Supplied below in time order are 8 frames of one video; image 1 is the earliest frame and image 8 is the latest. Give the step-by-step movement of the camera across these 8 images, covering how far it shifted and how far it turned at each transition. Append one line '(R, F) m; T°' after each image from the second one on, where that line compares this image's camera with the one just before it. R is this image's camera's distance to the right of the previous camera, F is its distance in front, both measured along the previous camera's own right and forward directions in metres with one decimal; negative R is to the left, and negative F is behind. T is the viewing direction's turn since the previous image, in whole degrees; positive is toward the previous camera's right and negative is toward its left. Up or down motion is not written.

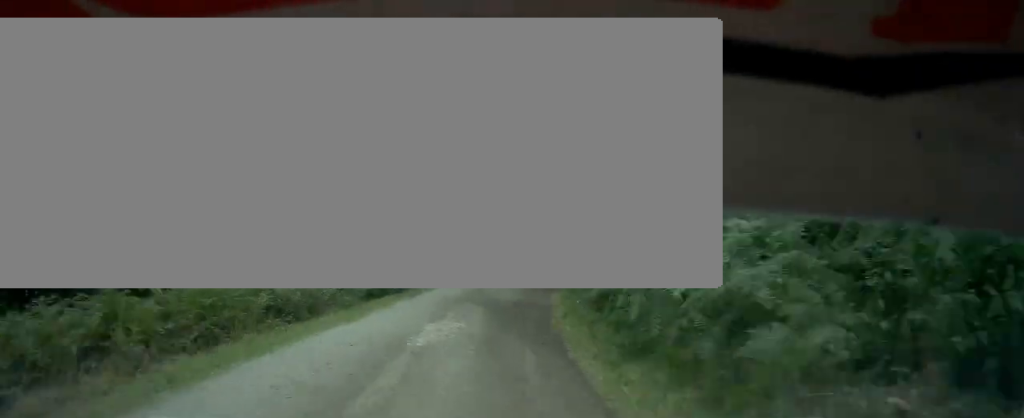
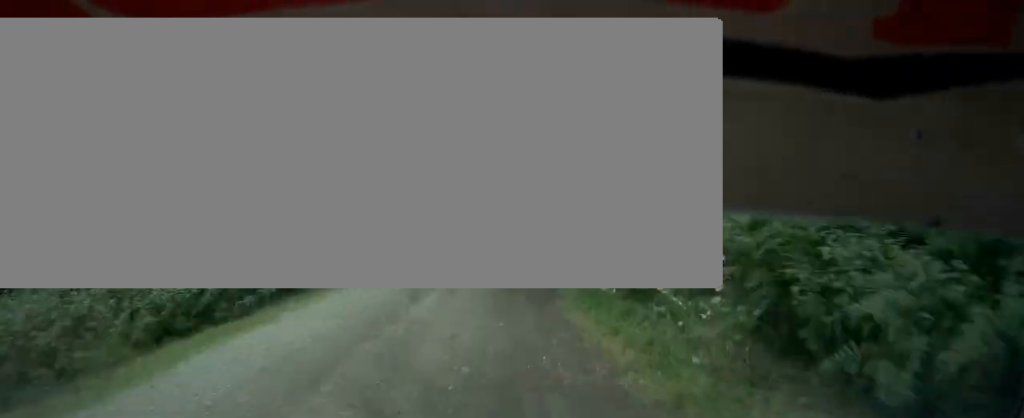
(+0.4, +11.9) m; +2°
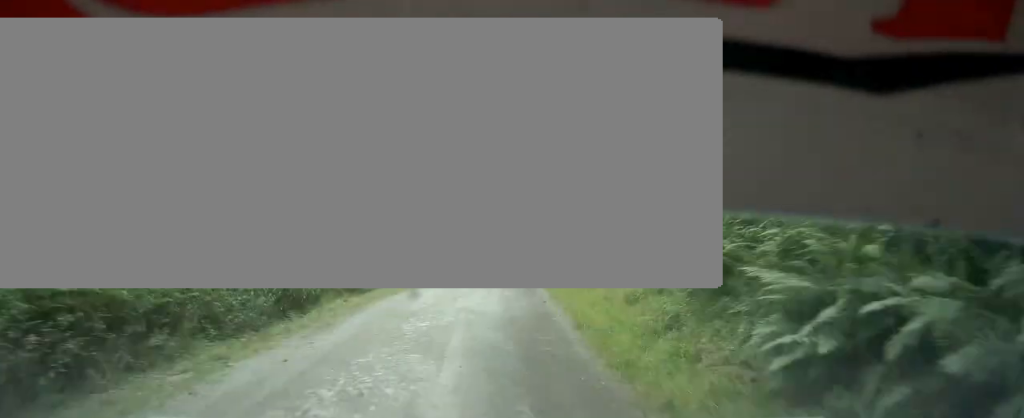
(-0.1, +26.2) m; +1°
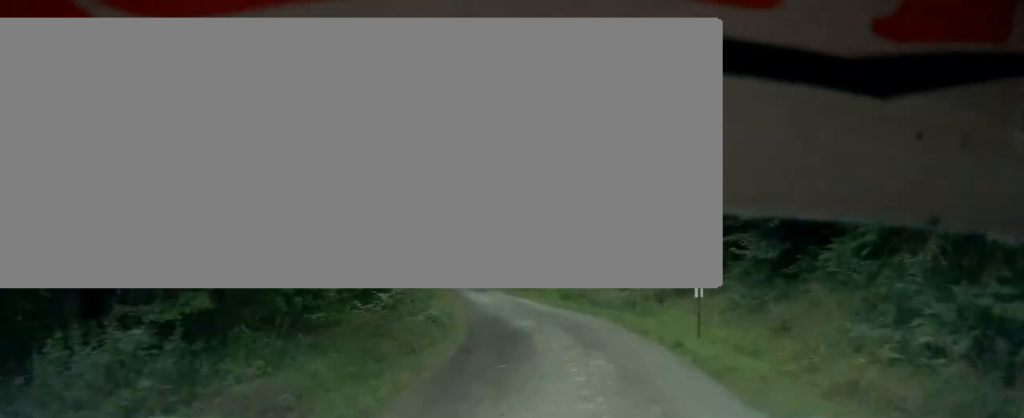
(+0.9, +45.2) m; +2°
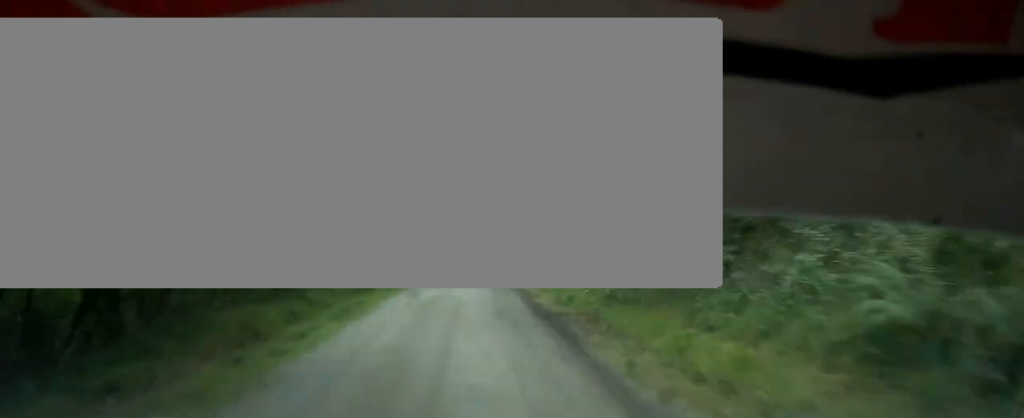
(+2.9, +64.6) m; +4°
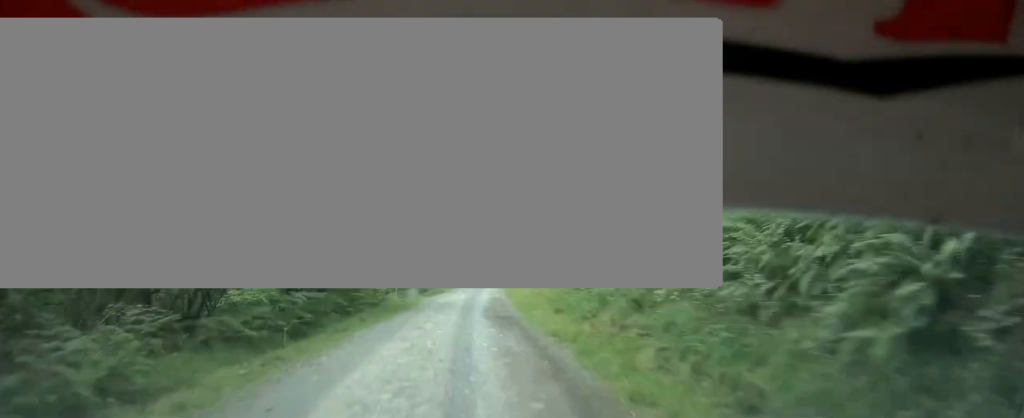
(0.0, +36.9) m; 0°
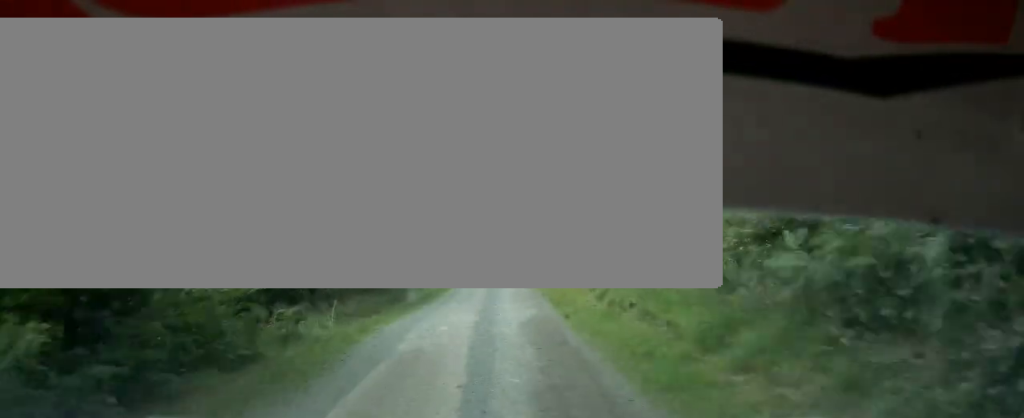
(0.0, +14.0) m; 0°
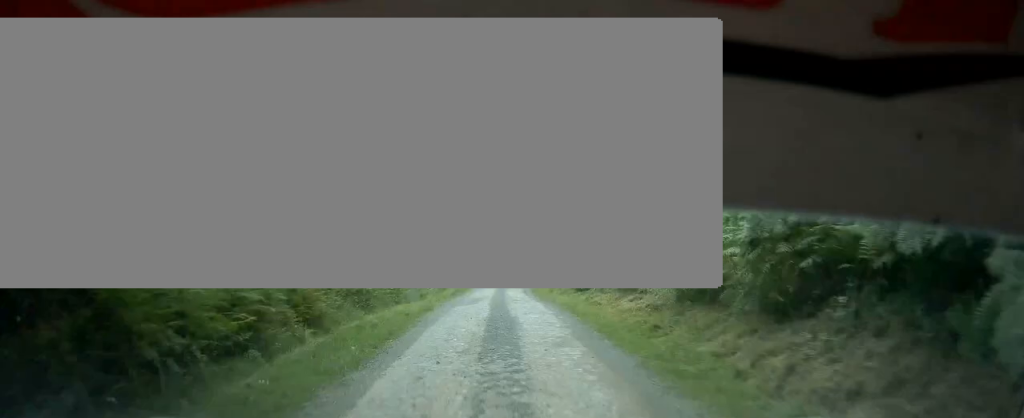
(0.0, +30.6) m; 0°
